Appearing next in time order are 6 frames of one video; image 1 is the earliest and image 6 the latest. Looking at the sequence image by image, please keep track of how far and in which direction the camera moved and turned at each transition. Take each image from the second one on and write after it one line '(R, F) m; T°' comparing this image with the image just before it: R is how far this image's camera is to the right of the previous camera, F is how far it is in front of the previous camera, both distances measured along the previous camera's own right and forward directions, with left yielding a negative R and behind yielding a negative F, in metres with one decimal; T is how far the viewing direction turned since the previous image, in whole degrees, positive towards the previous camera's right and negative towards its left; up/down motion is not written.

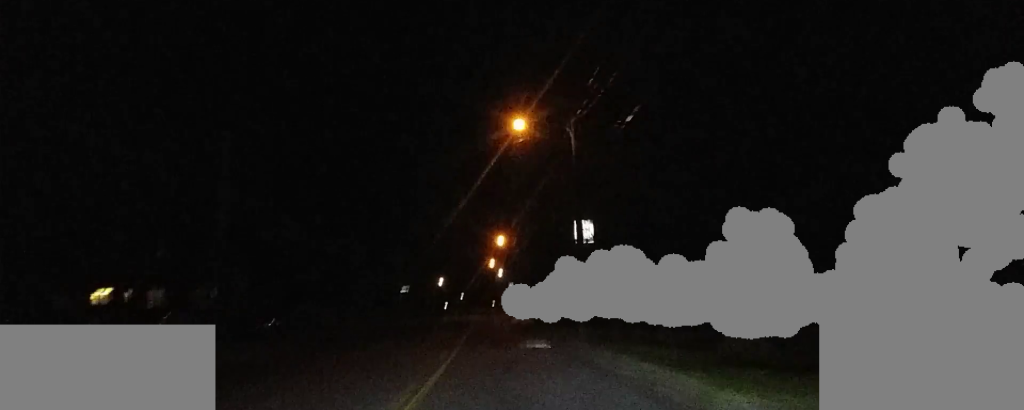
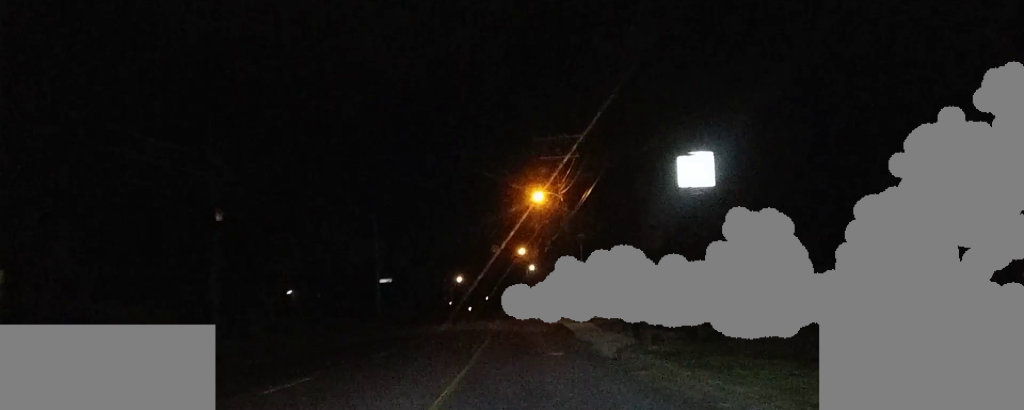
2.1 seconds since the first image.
(-0.3, +44.4) m; -1°
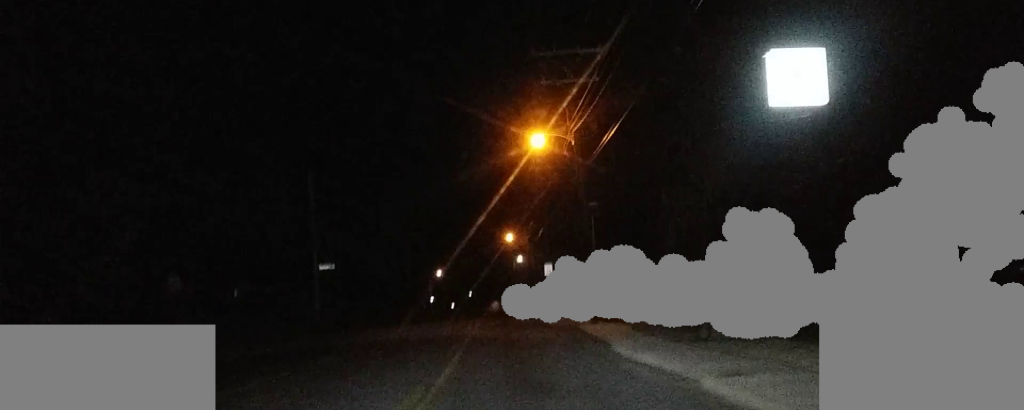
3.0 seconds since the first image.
(0.0, +17.3) m; 0°
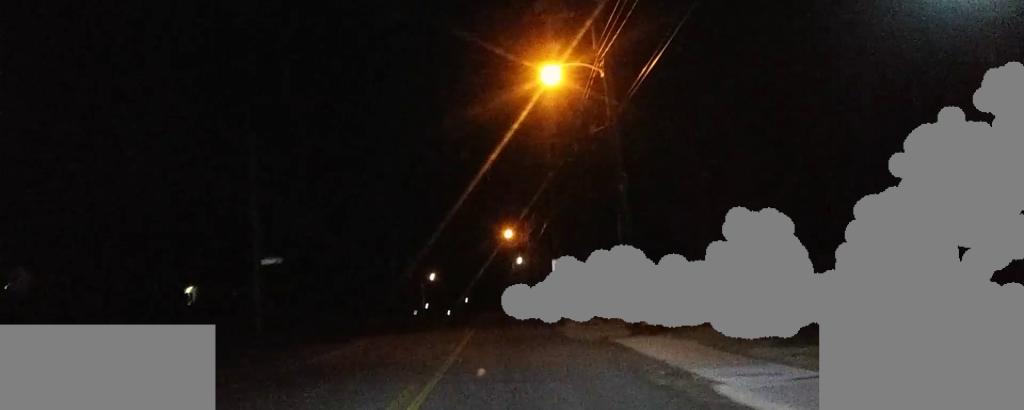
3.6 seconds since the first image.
(0.0, +12.3) m; 0°
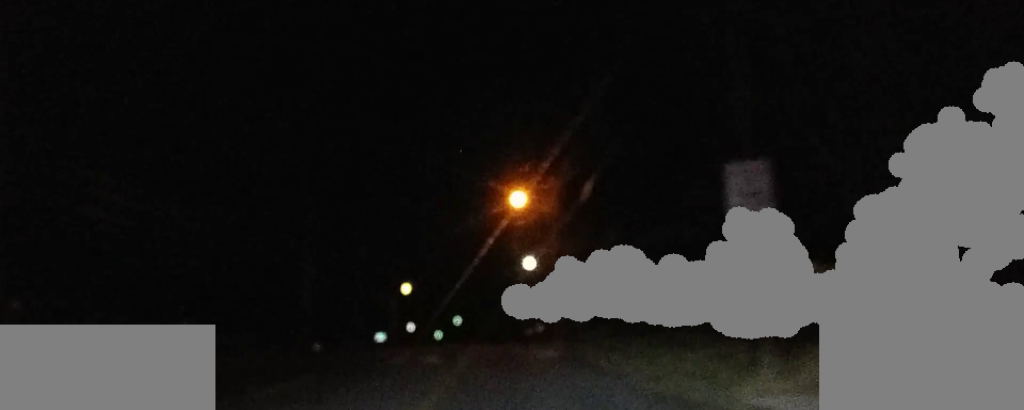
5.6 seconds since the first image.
(+0.2, +35.6) m; 0°
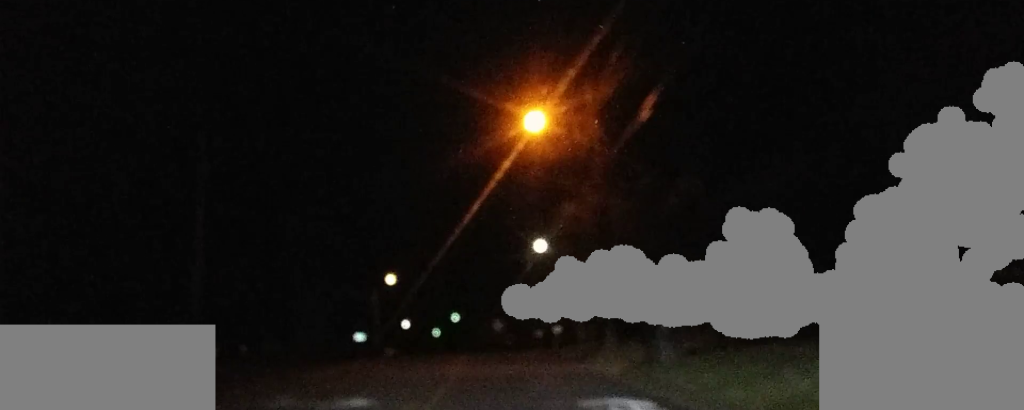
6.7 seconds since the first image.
(-0.1, +23.6) m; 0°
